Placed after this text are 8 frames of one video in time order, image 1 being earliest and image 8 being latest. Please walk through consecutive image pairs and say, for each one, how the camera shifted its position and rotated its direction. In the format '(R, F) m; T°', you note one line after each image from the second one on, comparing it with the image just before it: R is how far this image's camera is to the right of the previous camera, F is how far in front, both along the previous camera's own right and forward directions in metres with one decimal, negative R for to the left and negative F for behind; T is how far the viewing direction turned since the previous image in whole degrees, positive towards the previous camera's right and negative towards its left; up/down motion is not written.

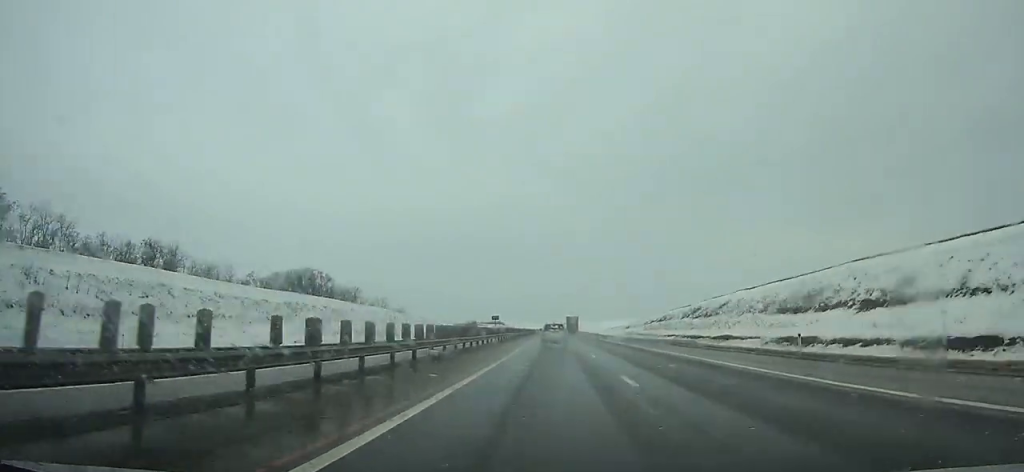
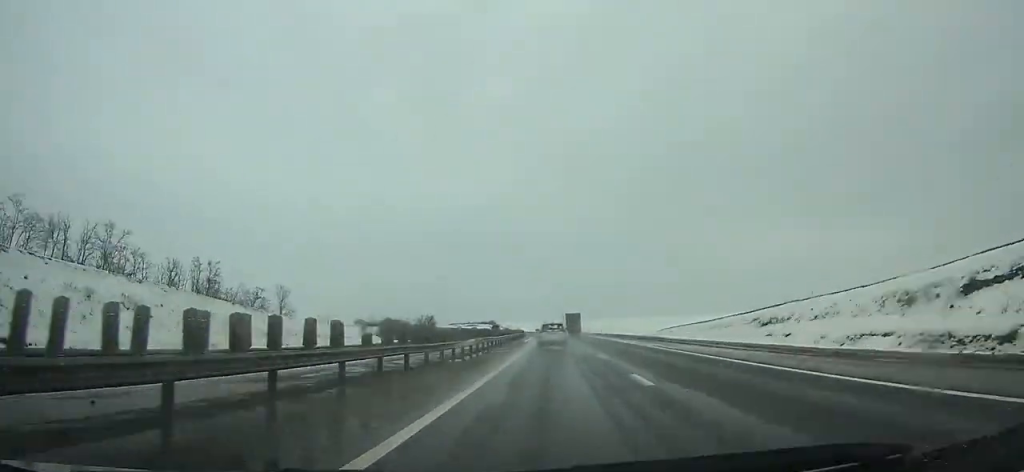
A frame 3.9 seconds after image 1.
(-0.1, +120.0) m; 0°
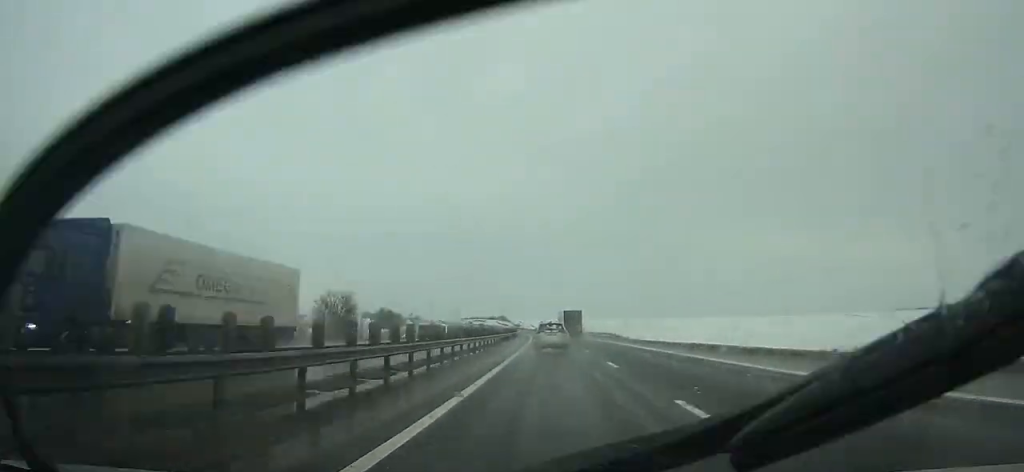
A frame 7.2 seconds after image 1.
(-0.8, +101.6) m; -2°
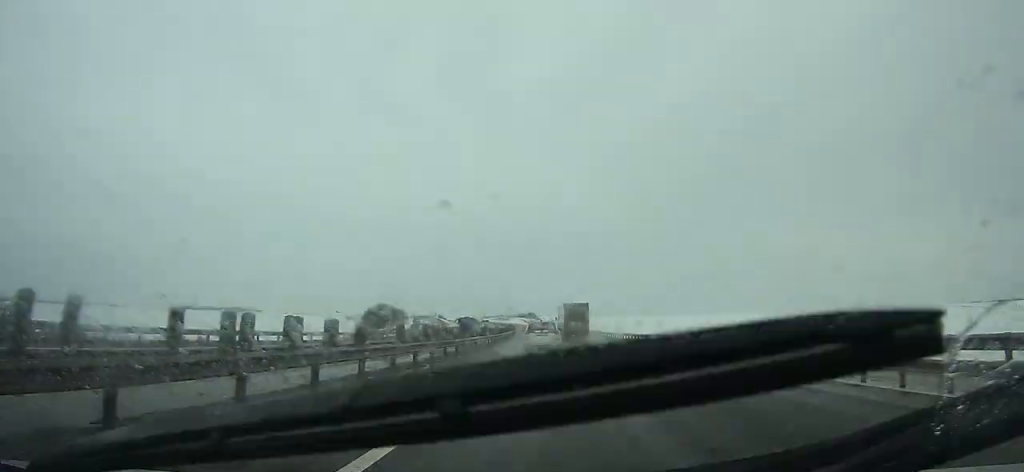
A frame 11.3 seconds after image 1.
(-4.6, +126.1) m; -4°
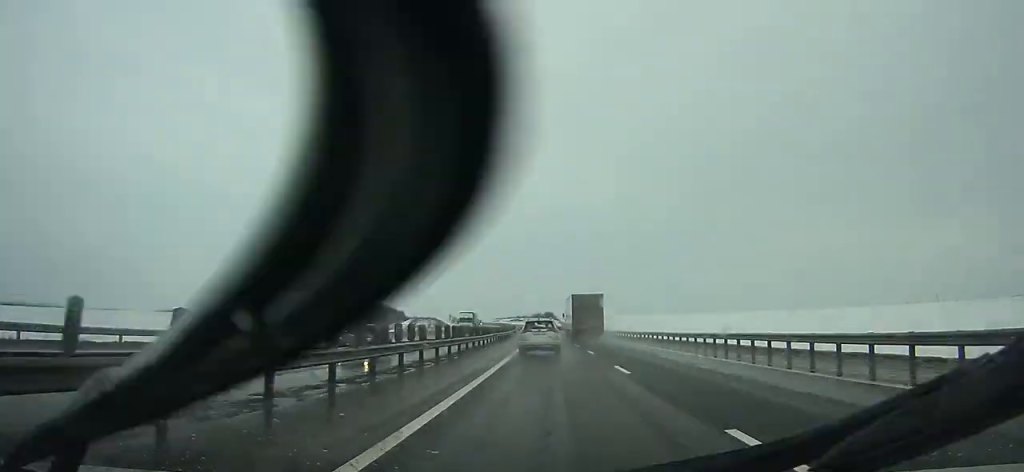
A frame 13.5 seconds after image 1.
(-1.0, +67.5) m; -2°
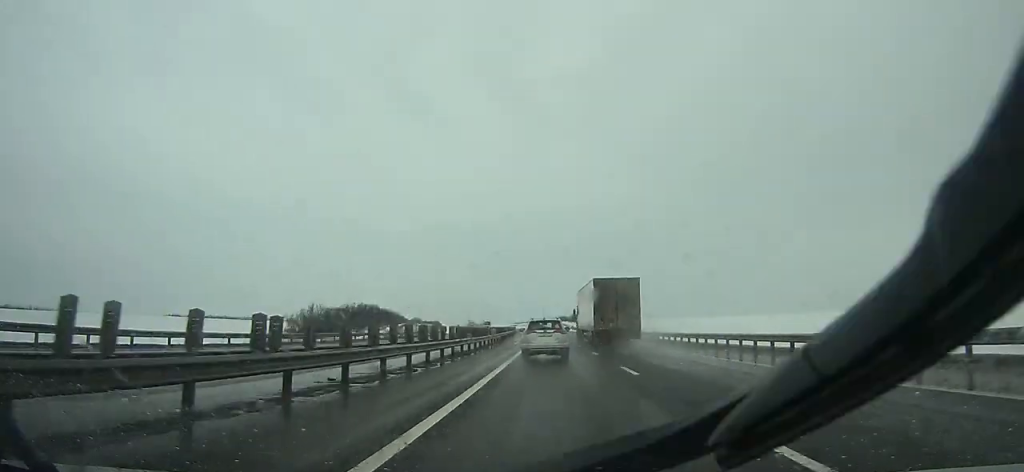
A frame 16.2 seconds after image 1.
(-1.5, +82.4) m; -2°
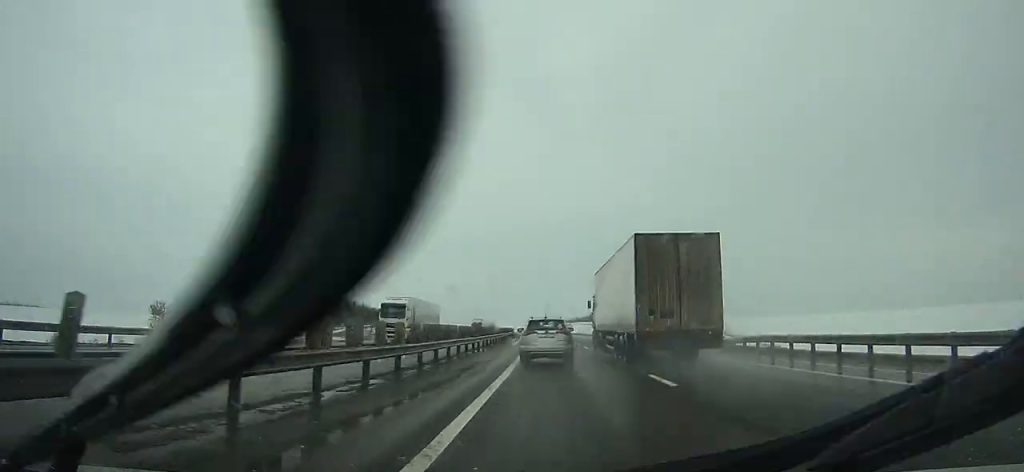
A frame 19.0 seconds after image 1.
(-1.7, +84.3) m; -2°
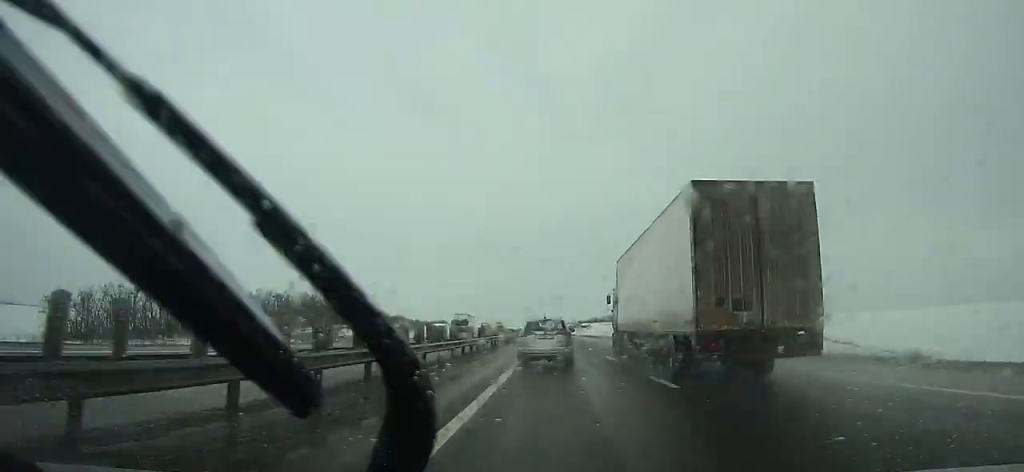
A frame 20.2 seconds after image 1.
(-0.8, +35.6) m; -1°
